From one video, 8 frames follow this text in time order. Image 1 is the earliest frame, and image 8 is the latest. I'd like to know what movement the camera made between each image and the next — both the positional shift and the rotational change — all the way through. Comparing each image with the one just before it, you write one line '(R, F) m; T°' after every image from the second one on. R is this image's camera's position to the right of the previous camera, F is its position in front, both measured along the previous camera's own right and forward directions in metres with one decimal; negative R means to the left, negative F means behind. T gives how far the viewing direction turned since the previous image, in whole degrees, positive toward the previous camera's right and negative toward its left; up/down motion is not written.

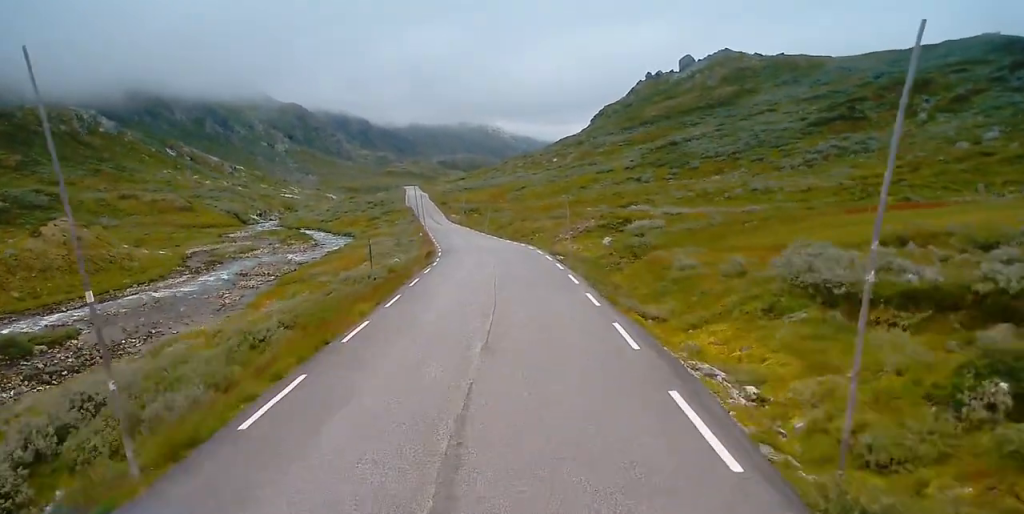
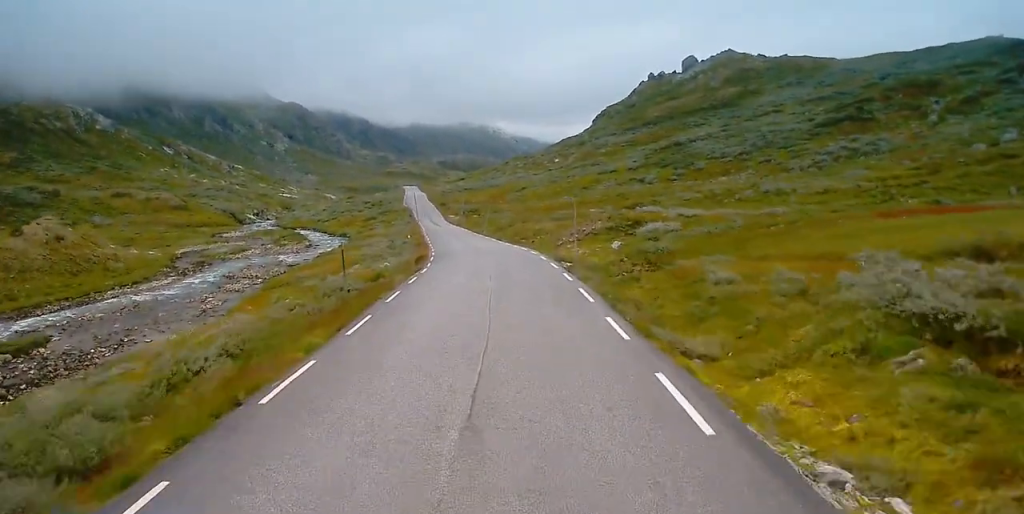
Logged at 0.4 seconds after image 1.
(0.0, +4.8) m; 0°
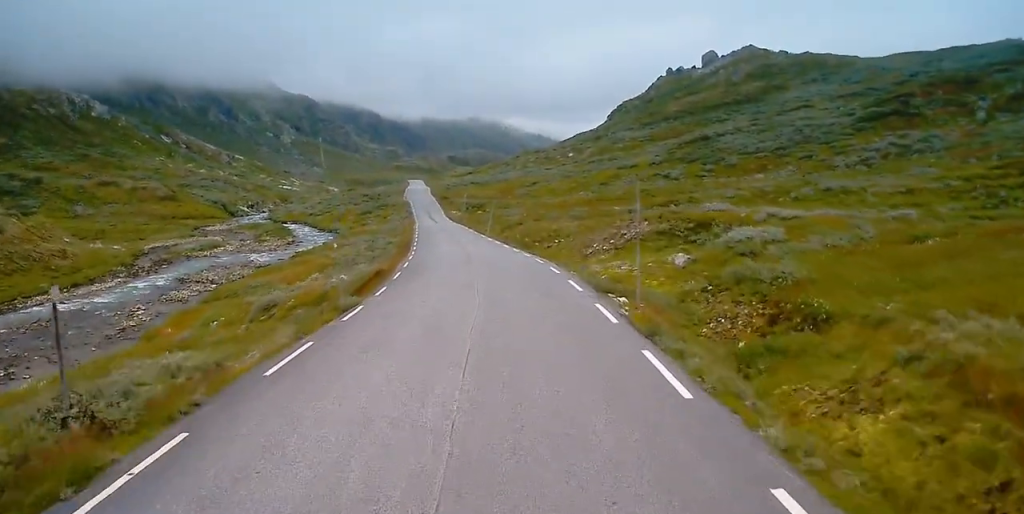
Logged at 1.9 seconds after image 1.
(-0.1, +16.6) m; -1°
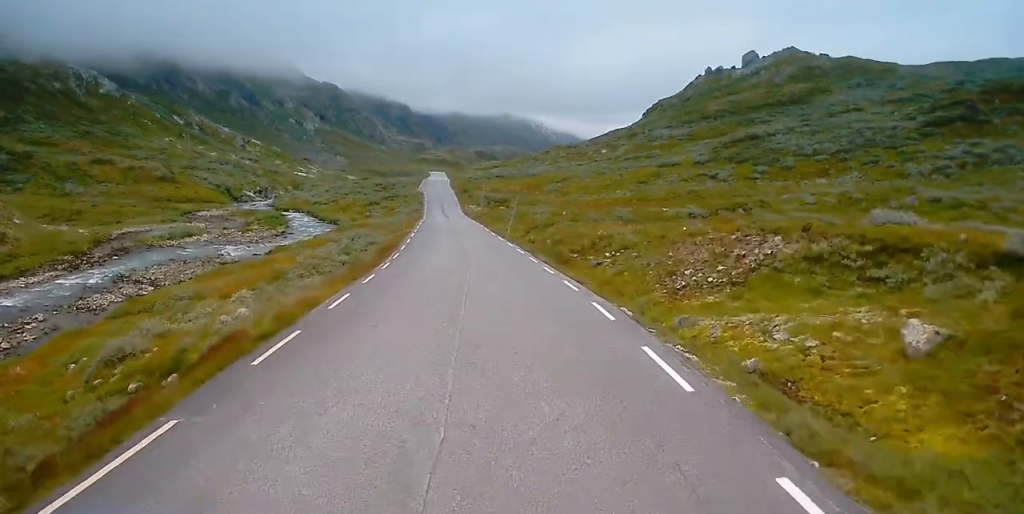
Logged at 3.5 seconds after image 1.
(-0.6, +17.9) m; -3°
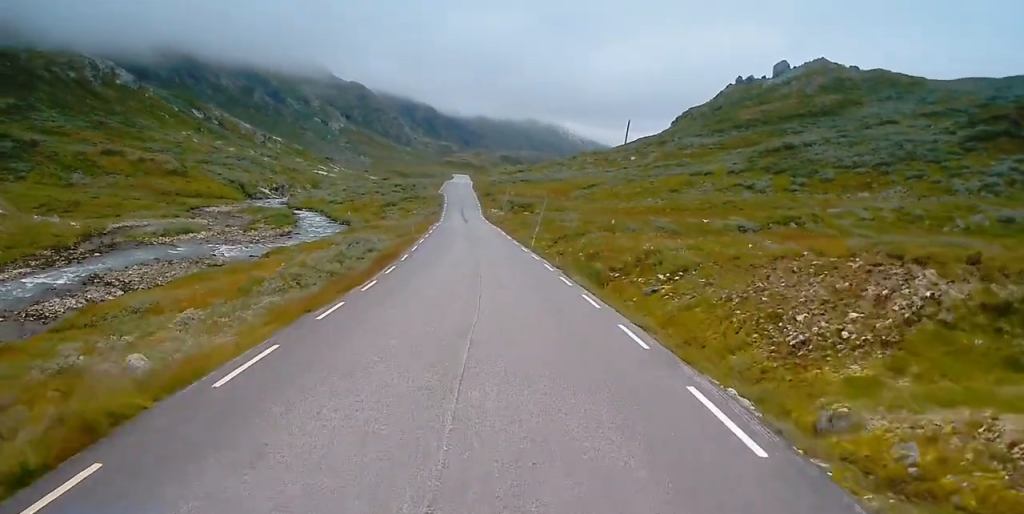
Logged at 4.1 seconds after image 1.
(-0.1, +8.1) m; 0°
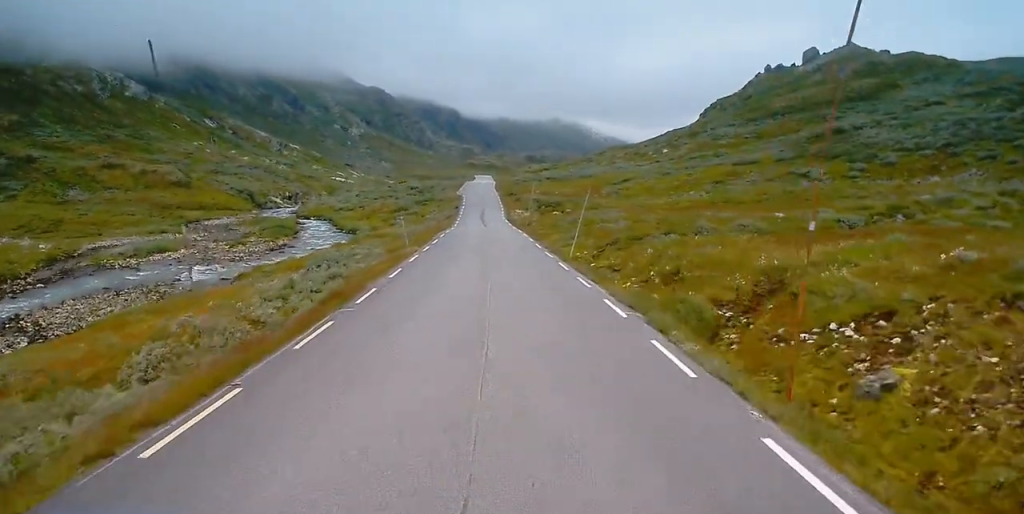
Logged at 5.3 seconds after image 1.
(+0.1, +14.4) m; 0°
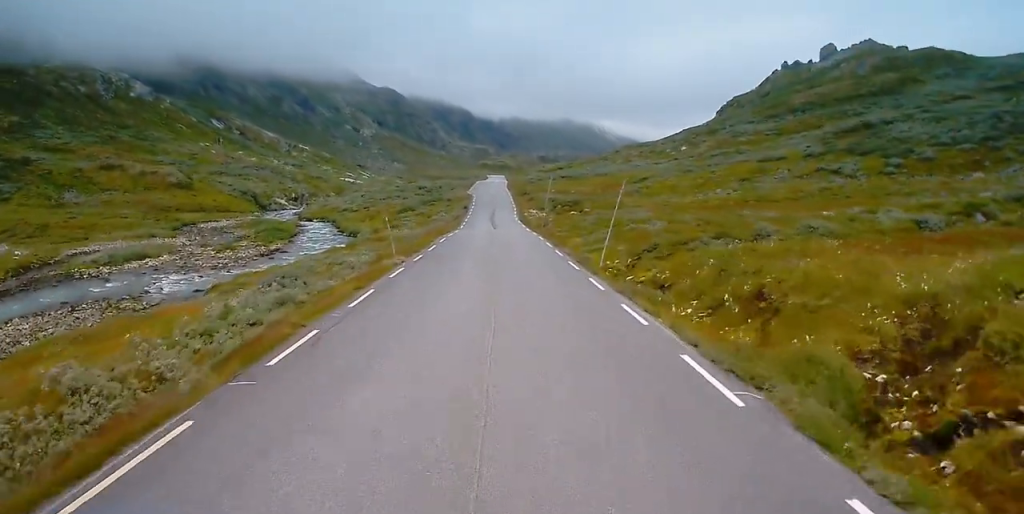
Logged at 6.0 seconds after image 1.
(0.0, +7.9) m; -1°
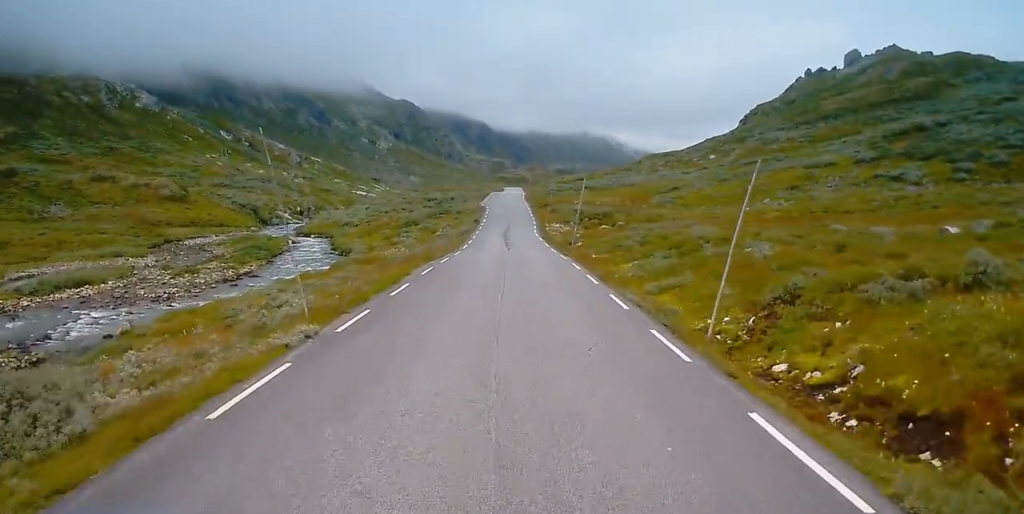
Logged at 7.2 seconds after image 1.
(-0.3, +15.0) m; -2°
